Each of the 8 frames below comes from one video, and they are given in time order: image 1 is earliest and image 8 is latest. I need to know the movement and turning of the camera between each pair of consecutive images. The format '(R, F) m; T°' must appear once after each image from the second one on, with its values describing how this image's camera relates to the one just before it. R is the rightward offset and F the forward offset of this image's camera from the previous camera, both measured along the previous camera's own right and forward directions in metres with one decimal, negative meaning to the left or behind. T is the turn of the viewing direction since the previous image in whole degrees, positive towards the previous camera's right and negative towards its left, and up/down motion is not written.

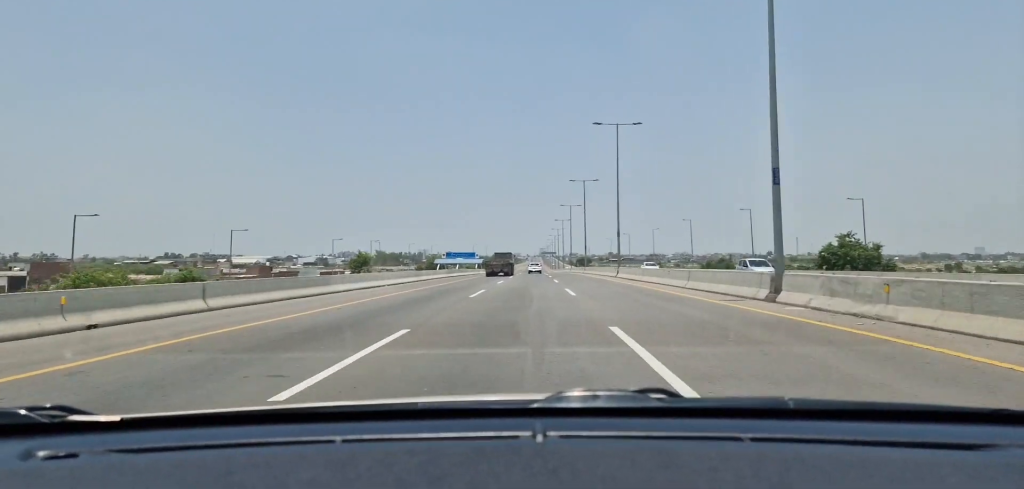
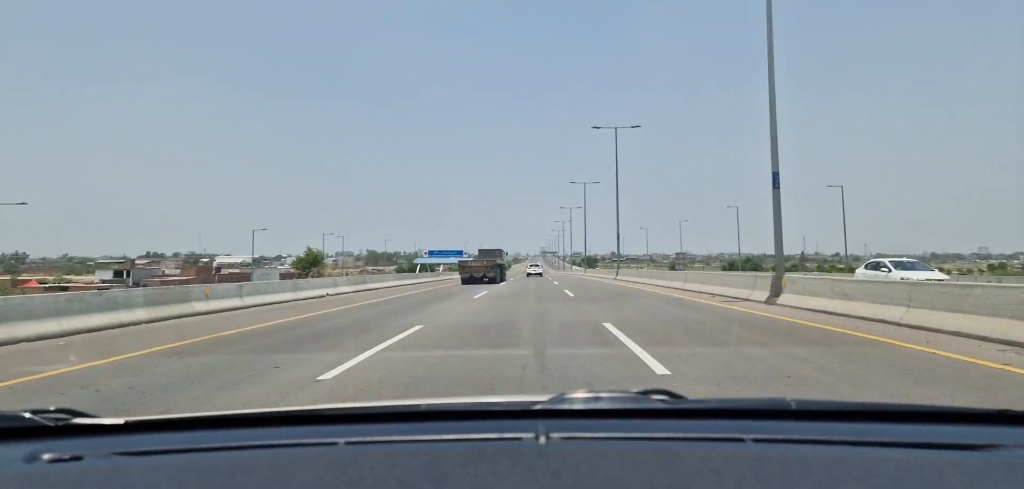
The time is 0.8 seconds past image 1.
(0.0, +34.9) m; 0°
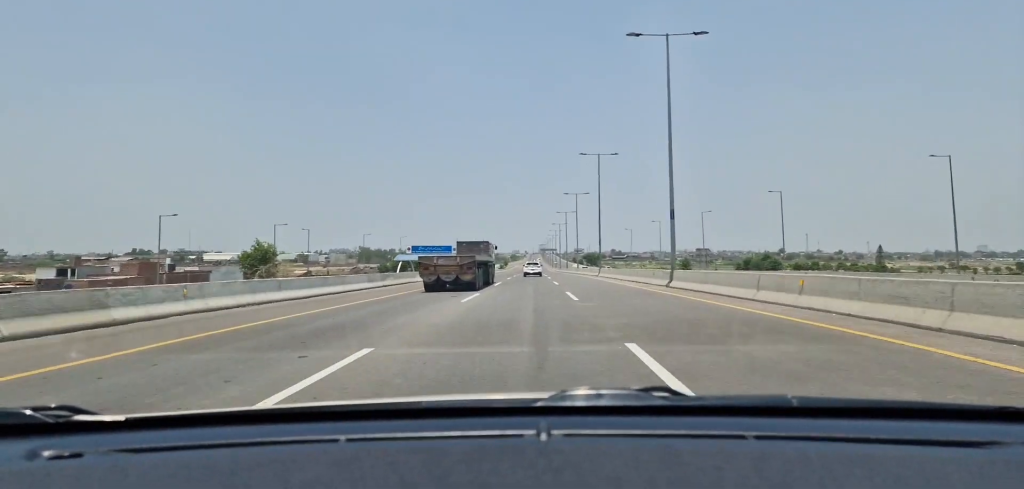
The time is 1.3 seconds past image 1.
(-0.1, +21.1) m; 0°
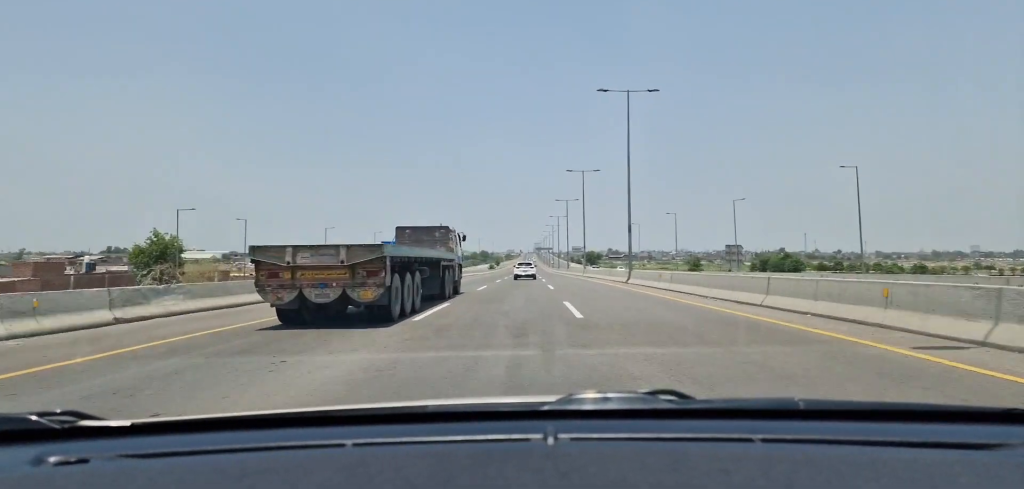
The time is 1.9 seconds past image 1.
(+0.2, +25.6) m; +1°
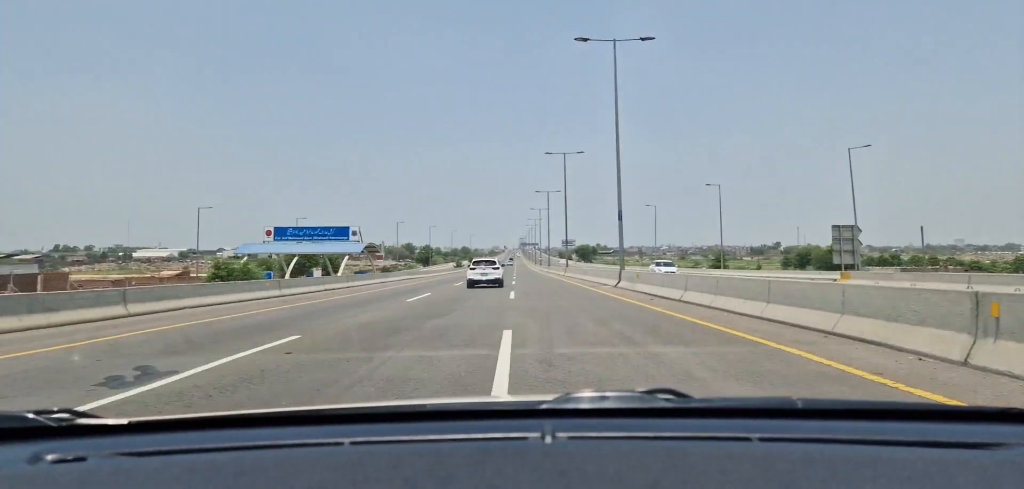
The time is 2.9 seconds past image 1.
(+0.5, +44.7) m; +1°
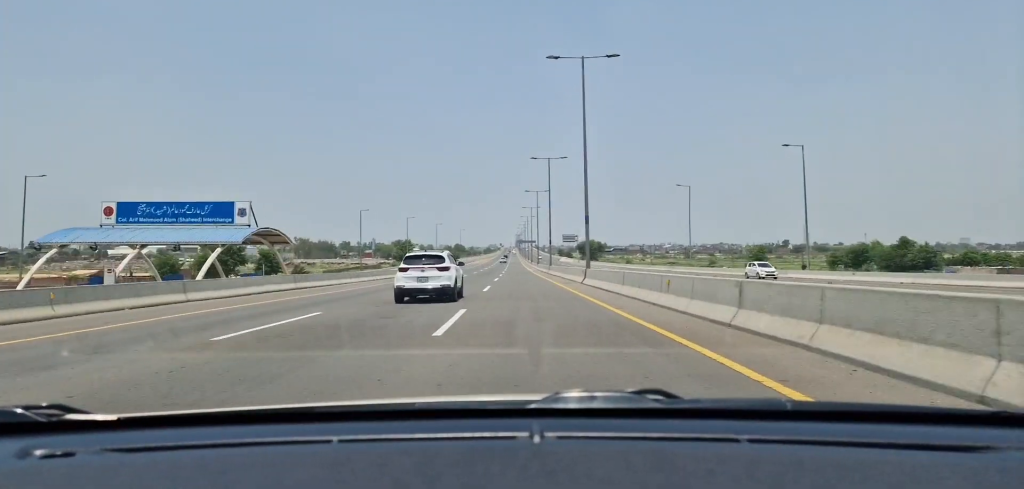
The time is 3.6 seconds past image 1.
(+0.1, +30.9) m; 0°
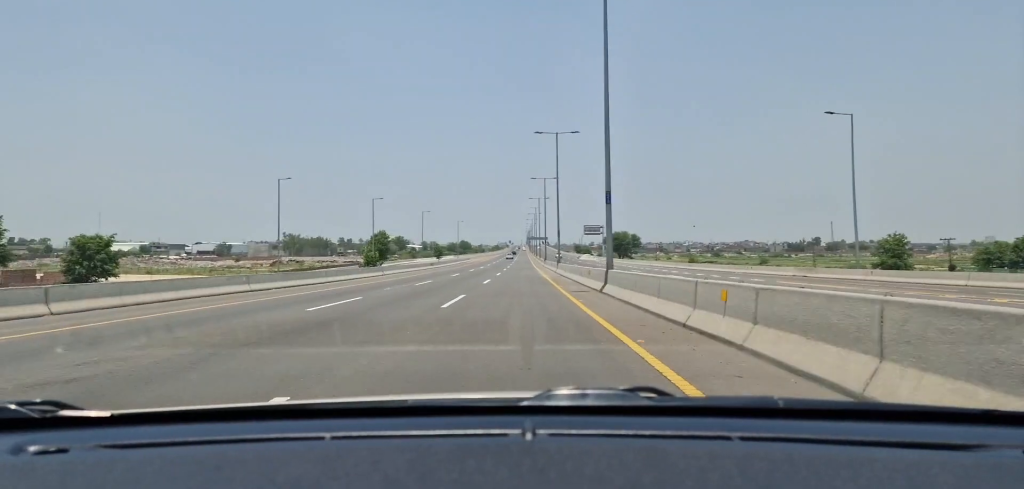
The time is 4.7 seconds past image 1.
(-0.6, +48.2) m; -2°
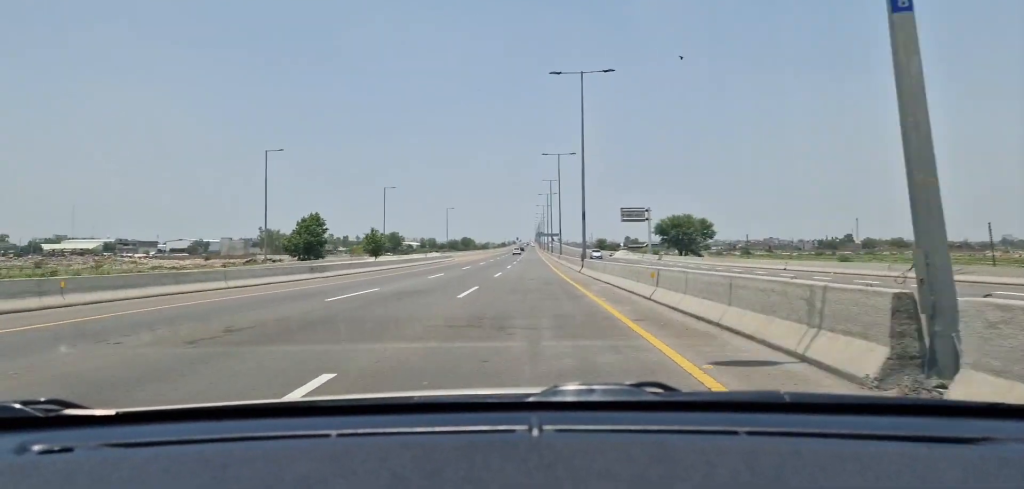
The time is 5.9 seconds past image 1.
(-0.7, +53.8) m; 0°
